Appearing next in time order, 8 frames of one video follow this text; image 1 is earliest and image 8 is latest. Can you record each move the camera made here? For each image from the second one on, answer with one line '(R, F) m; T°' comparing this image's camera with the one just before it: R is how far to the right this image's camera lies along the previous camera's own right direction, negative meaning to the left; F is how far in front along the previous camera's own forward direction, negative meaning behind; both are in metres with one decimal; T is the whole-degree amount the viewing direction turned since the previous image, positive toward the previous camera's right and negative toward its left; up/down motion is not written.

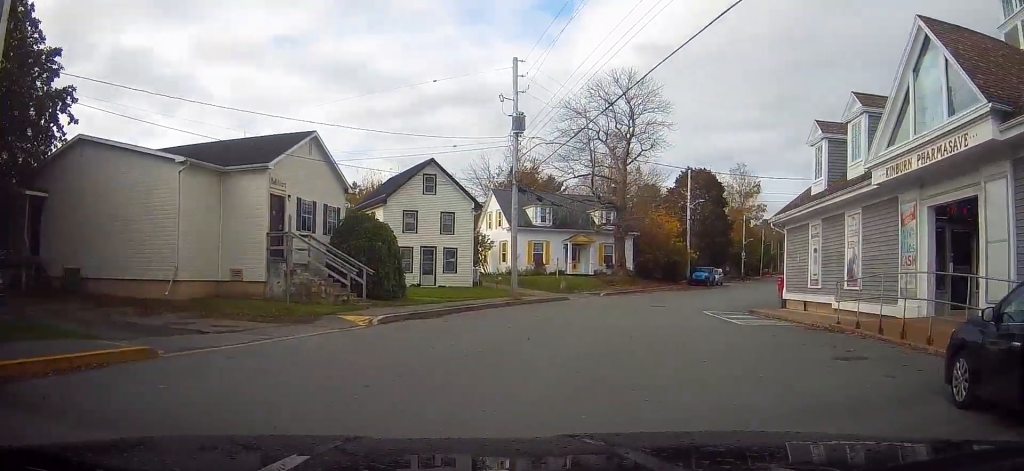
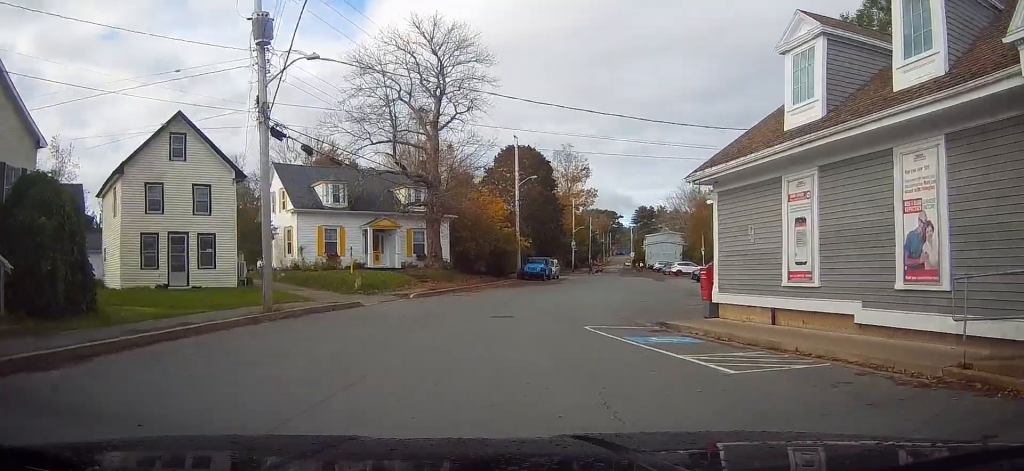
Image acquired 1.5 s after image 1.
(+2.4, +9.6) m; +22°
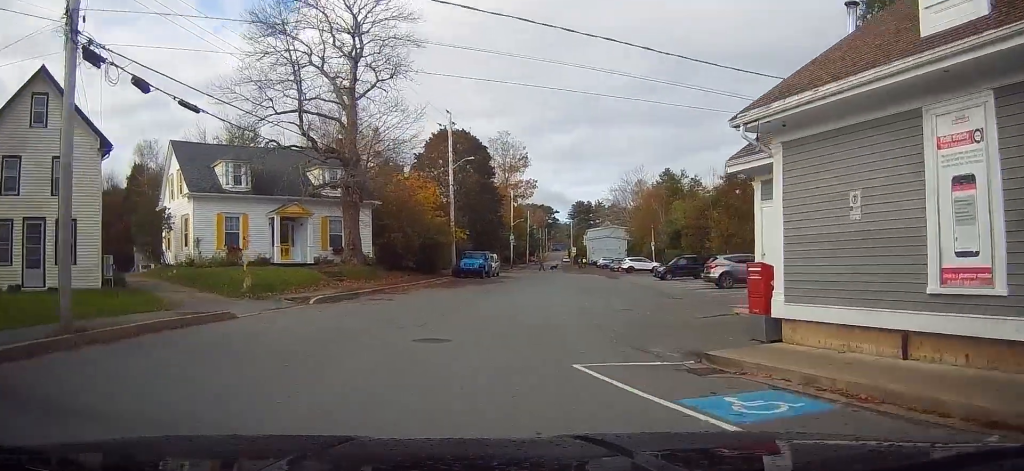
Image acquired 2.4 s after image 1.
(+0.4, +6.2) m; +7°
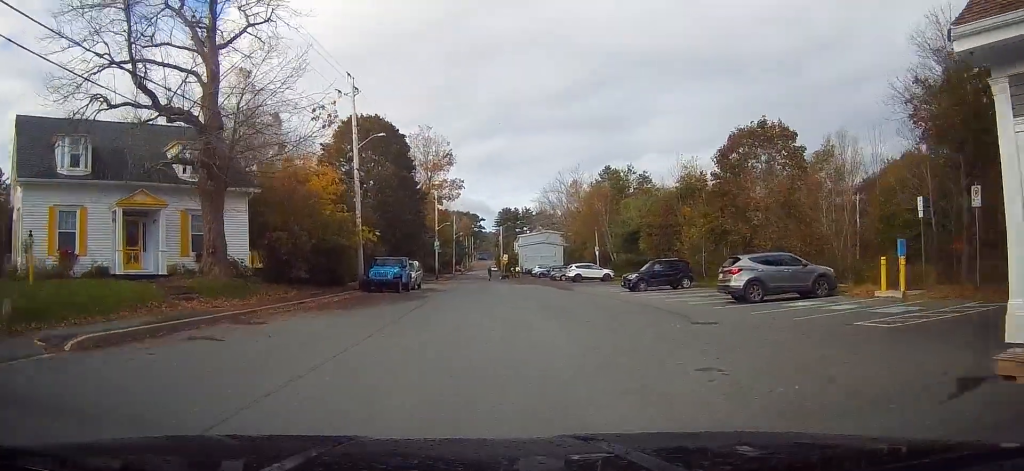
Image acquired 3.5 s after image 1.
(+0.6, +9.8) m; +4°
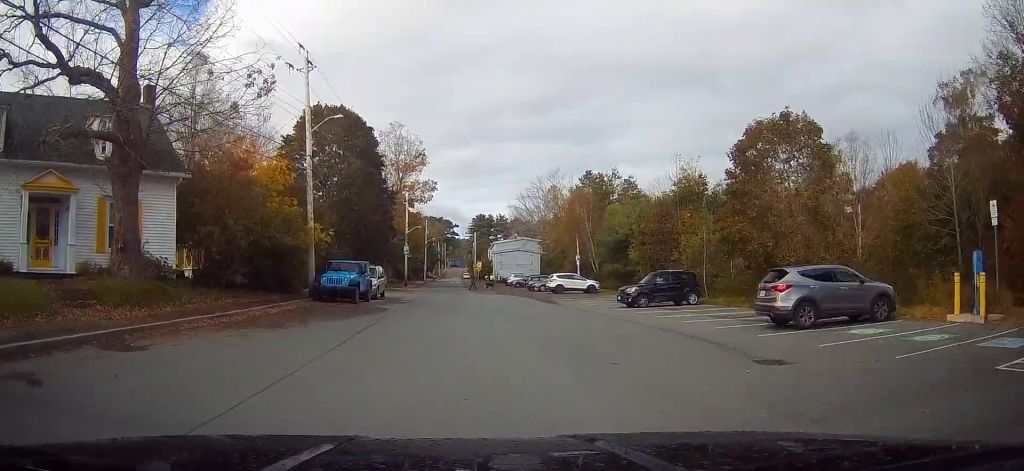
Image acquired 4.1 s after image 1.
(-0.1, +5.0) m; +2°
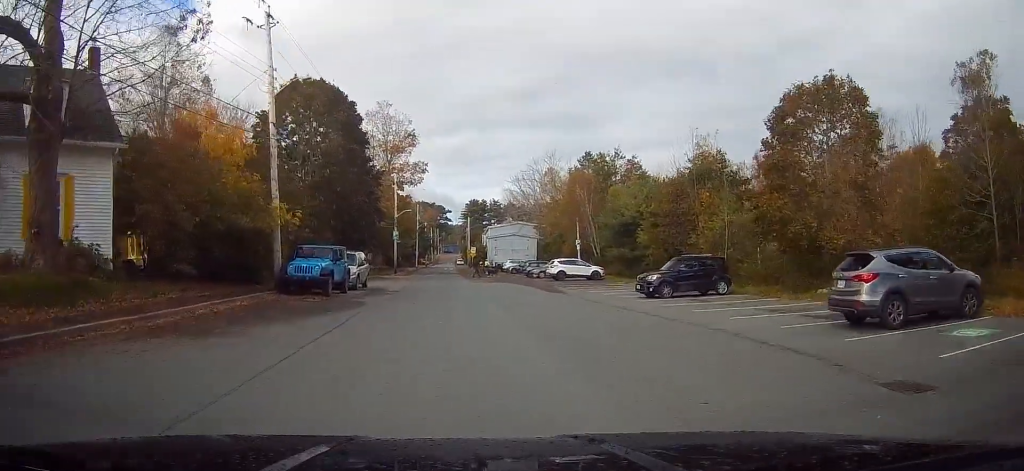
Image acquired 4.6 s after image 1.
(+0.1, +4.2) m; +2°
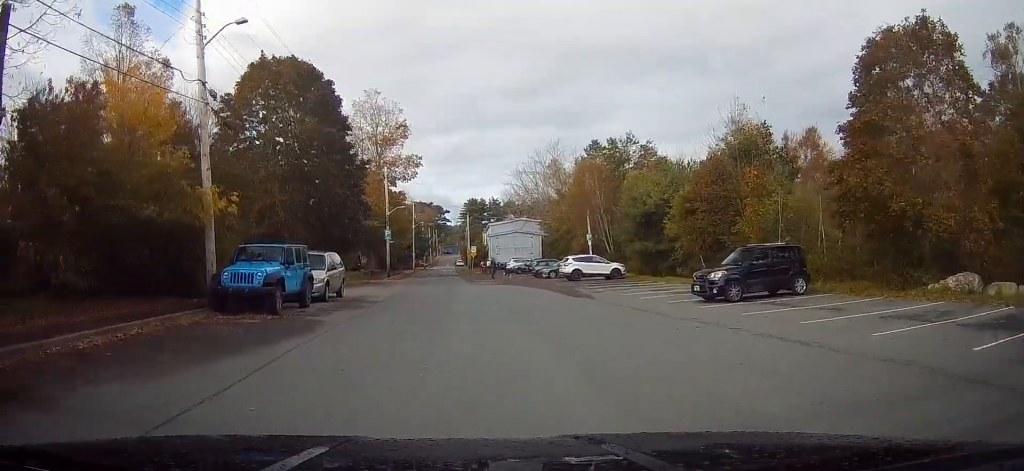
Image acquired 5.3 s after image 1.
(+0.2, +6.4) m; +3°
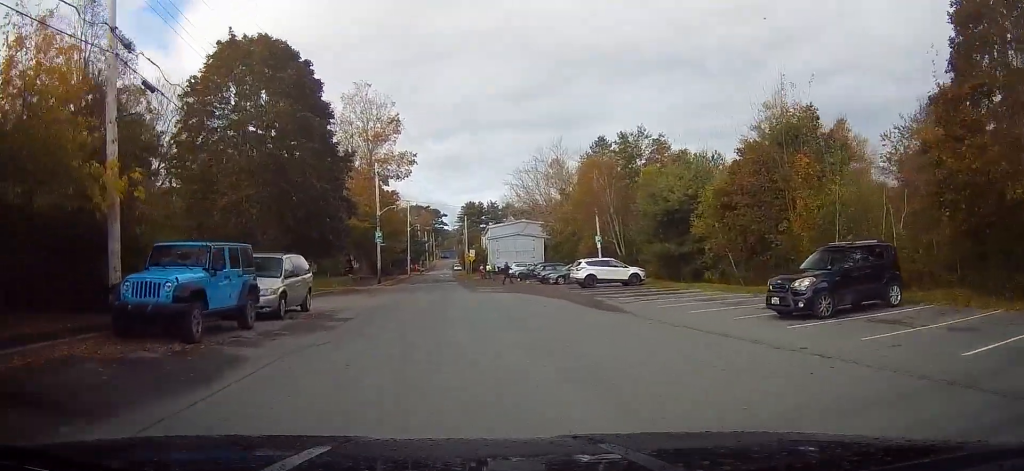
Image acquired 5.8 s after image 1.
(+0.1, +5.3) m; +1°
